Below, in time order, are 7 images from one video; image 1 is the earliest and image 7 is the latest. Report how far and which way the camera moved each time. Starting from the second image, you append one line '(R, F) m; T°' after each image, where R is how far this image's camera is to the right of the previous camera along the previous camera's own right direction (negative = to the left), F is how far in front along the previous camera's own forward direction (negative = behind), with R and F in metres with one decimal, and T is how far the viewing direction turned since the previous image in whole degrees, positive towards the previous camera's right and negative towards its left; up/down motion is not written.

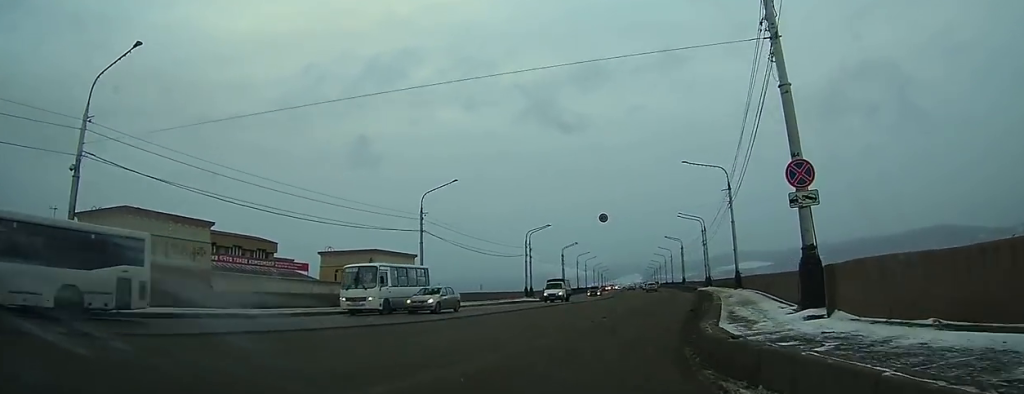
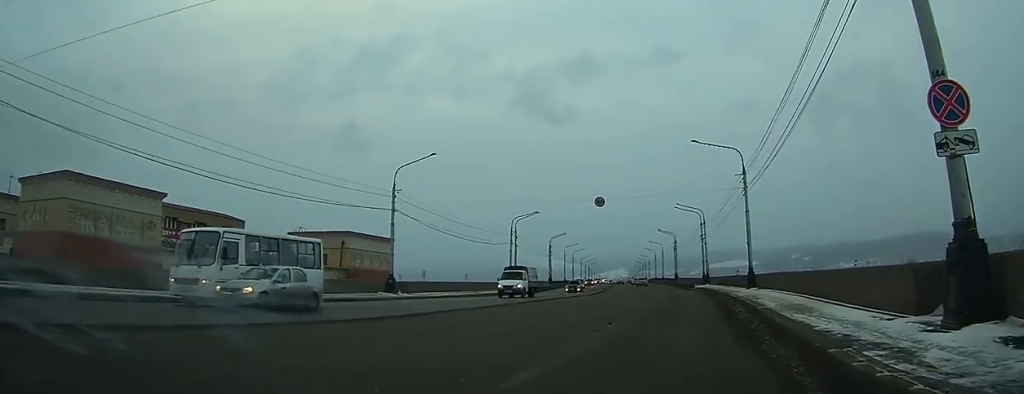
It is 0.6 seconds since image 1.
(+0.2, +6.4) m; +5°
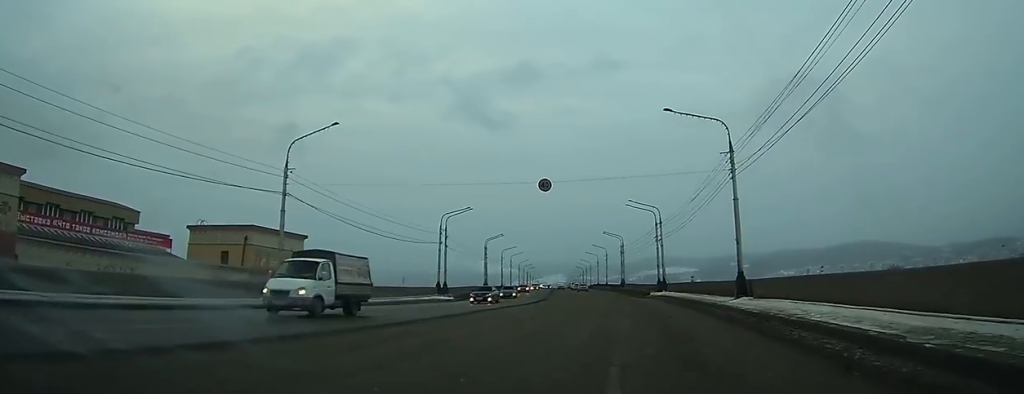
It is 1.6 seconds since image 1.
(+0.6, +10.4) m; +5°
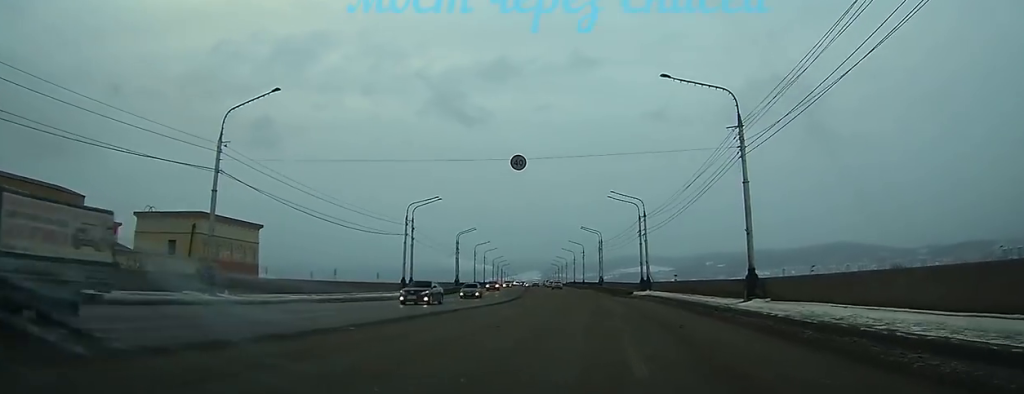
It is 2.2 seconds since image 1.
(+0.2, +5.7) m; +1°
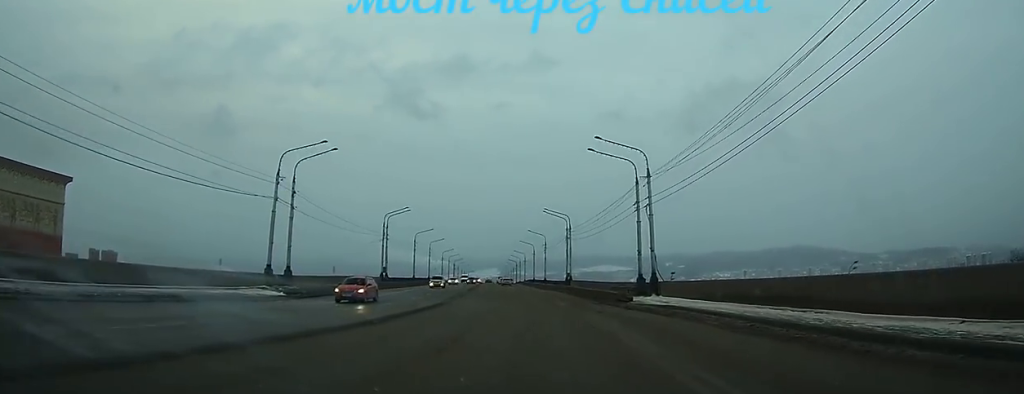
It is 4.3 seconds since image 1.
(+0.3, +23.4) m; 0°
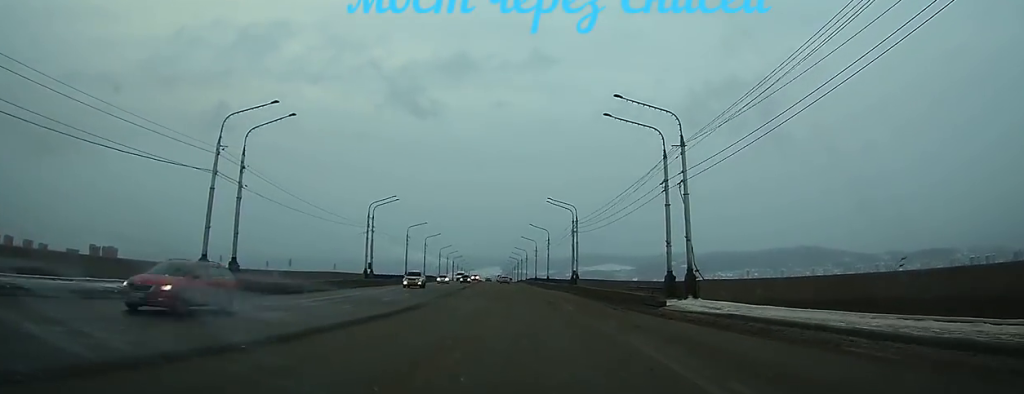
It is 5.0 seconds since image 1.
(-0.1, +8.5) m; -1°
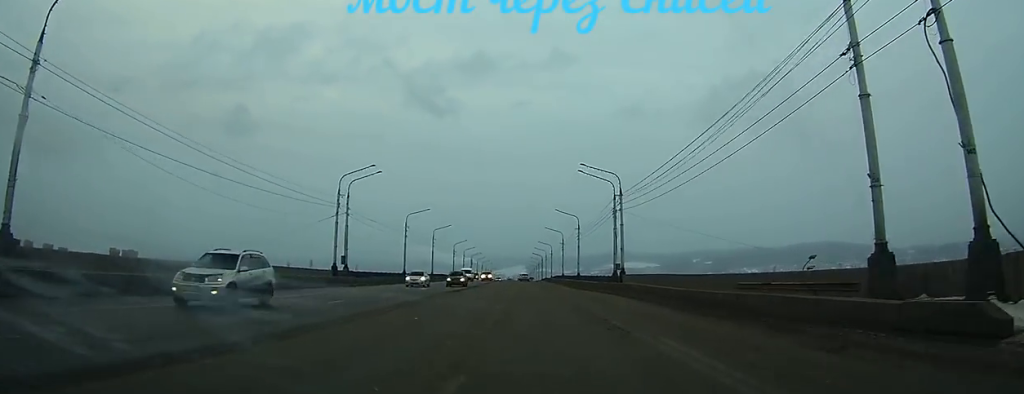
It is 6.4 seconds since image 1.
(-0.1, +18.8) m; -1°
